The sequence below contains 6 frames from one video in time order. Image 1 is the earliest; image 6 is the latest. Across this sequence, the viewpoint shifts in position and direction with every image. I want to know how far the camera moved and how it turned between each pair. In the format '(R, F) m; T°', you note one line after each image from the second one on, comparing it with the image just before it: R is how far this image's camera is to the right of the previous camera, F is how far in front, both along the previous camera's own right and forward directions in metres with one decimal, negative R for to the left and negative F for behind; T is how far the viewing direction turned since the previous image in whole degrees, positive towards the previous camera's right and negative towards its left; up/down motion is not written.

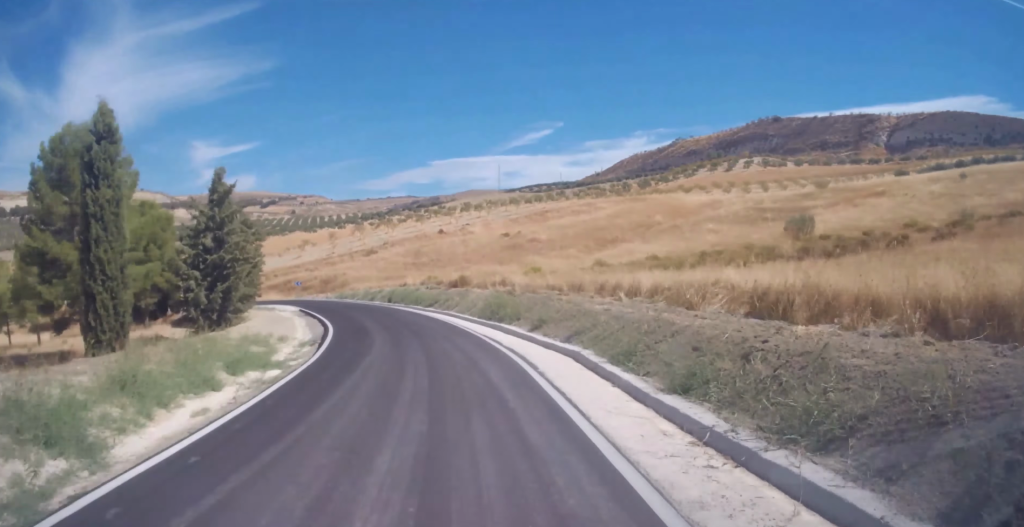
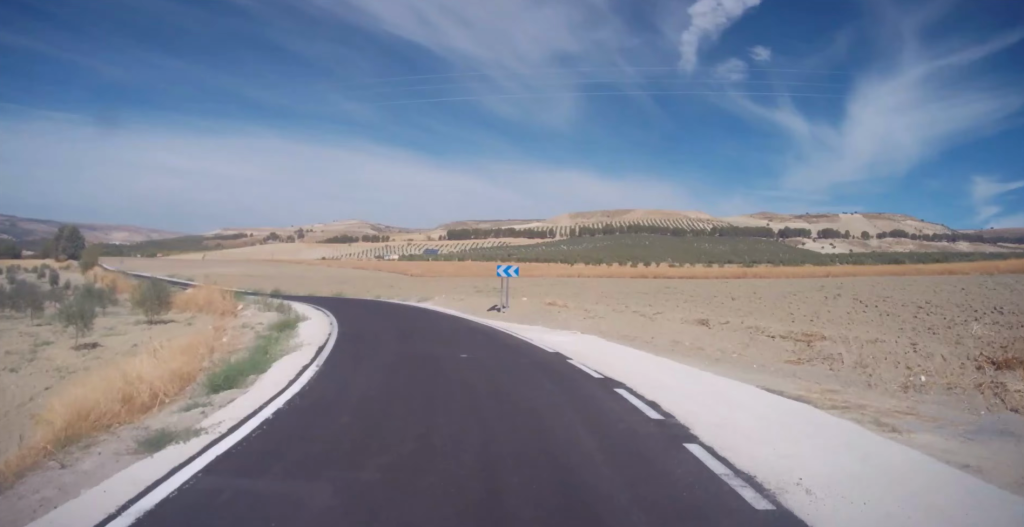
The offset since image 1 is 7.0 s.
(-41.9, +84.5) m; -50°
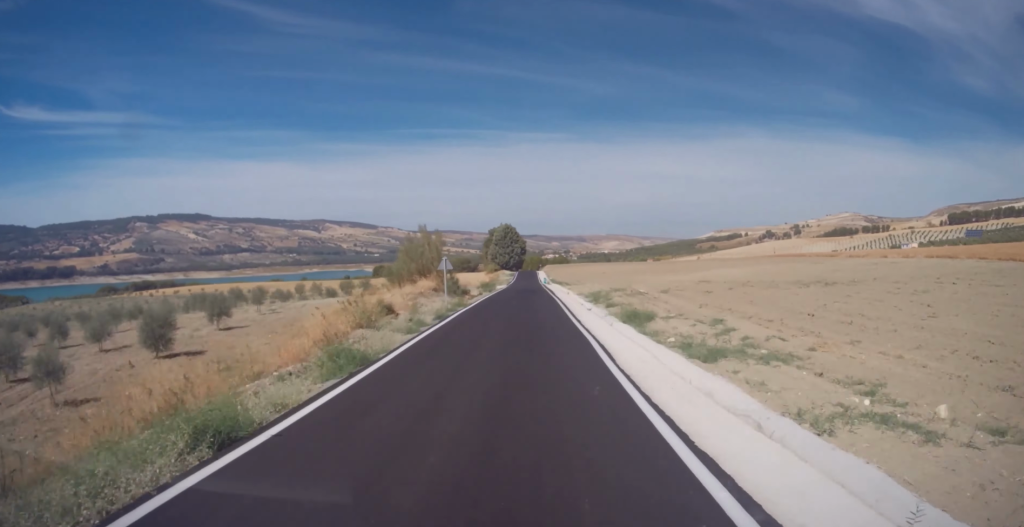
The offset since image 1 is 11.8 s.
(-26.0, +60.3) m; -19°
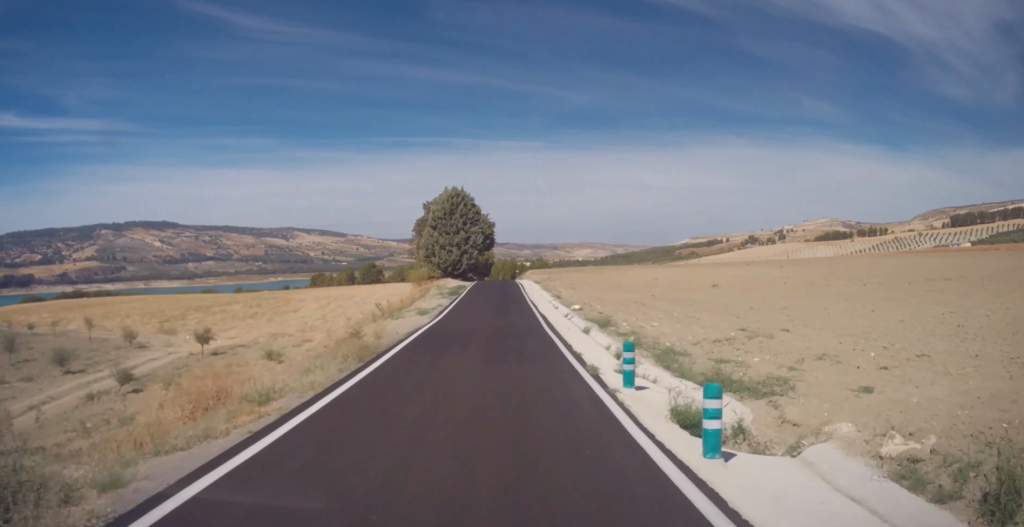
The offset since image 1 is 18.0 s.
(-10.6, +81.0) m; -8°
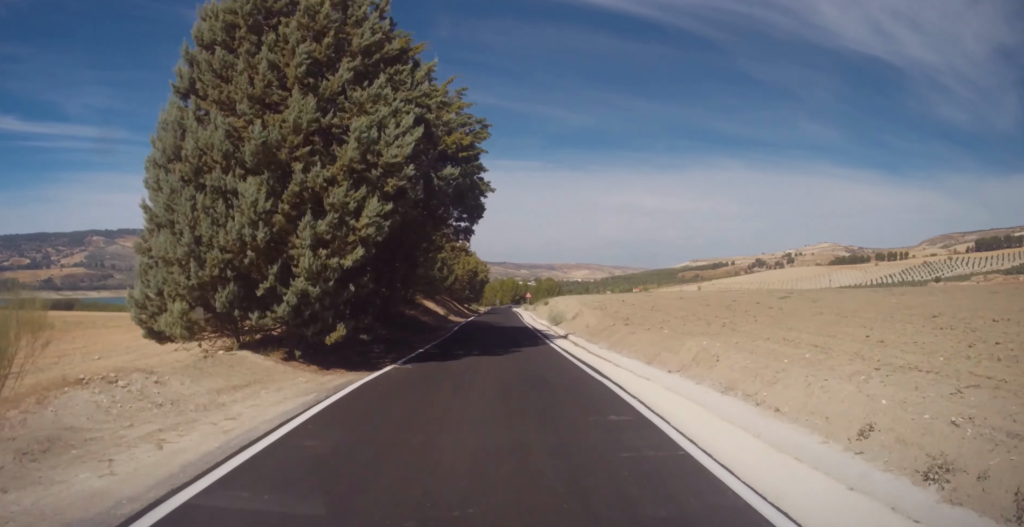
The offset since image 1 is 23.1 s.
(-0.7, +64.5) m; +1°
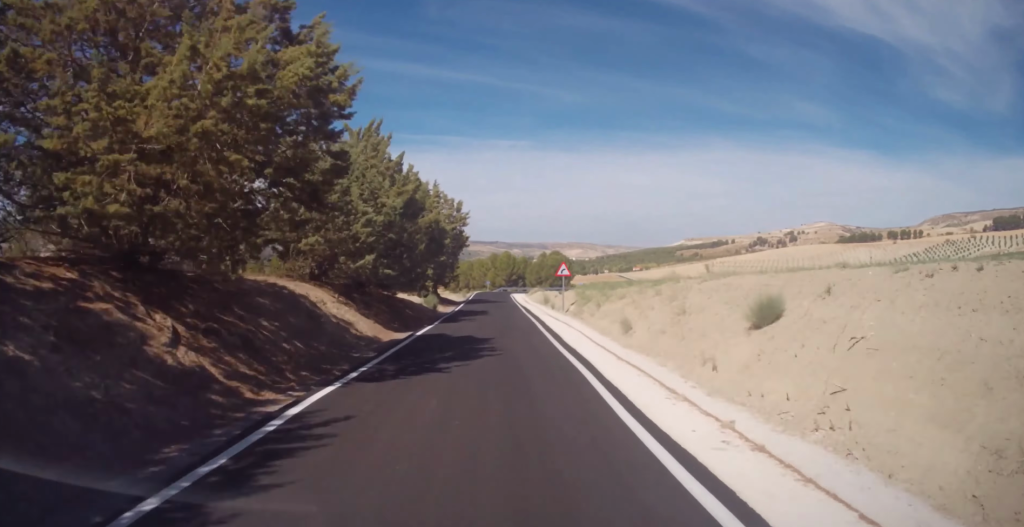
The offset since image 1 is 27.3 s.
(-0.9, +50.9) m; +2°
